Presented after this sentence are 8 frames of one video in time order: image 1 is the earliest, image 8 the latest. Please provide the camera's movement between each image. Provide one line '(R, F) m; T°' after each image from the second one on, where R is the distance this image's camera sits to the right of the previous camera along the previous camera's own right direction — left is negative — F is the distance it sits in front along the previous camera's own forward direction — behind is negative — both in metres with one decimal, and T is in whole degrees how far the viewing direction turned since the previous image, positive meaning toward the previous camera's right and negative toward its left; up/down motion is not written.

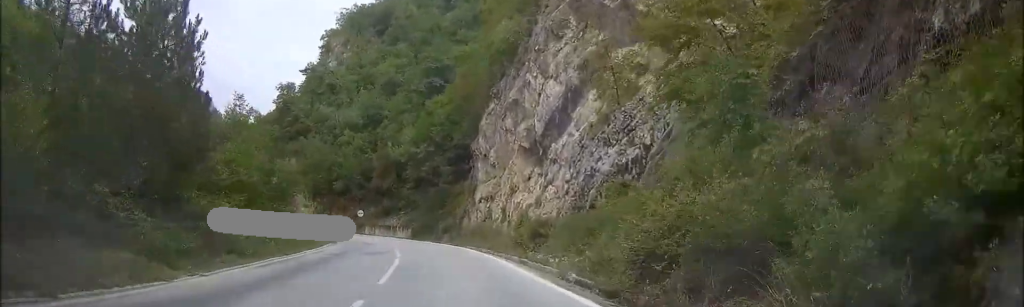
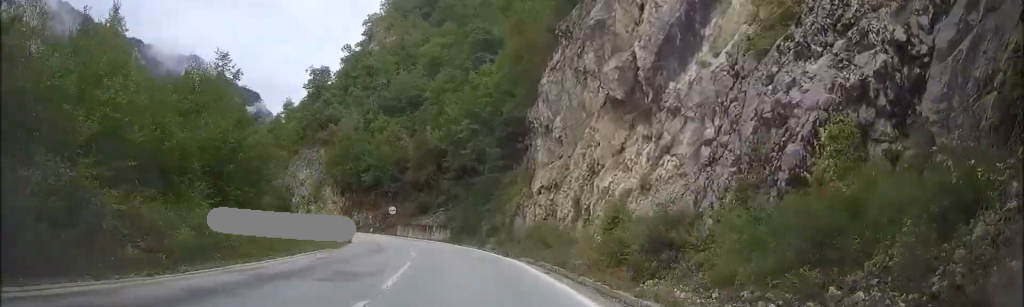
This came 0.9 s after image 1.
(-1.0, +13.1) m; -4°
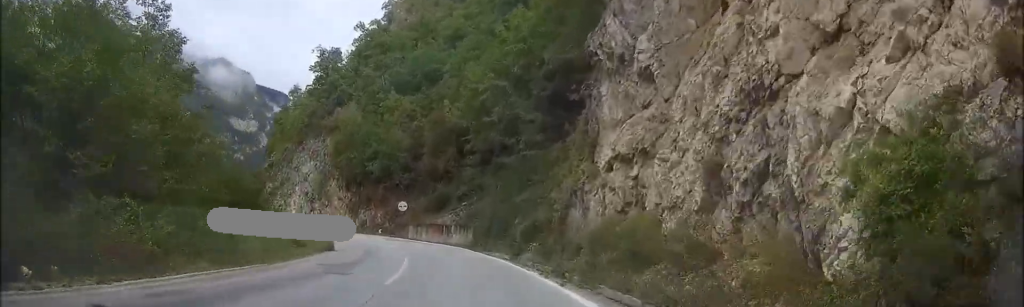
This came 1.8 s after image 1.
(0.0, +13.3) m; 0°
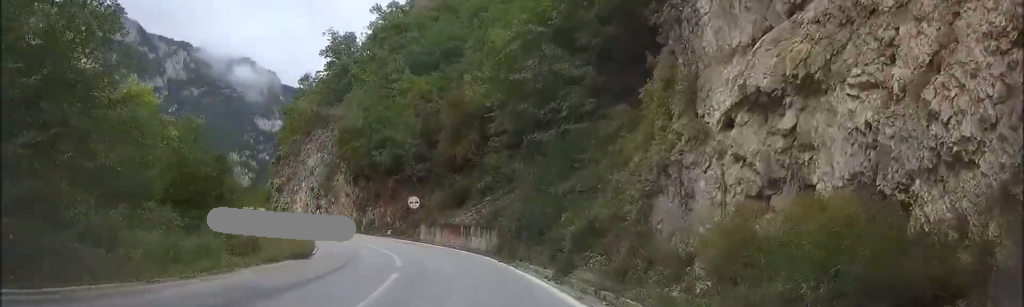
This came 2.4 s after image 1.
(0.0, +8.9) m; -2°
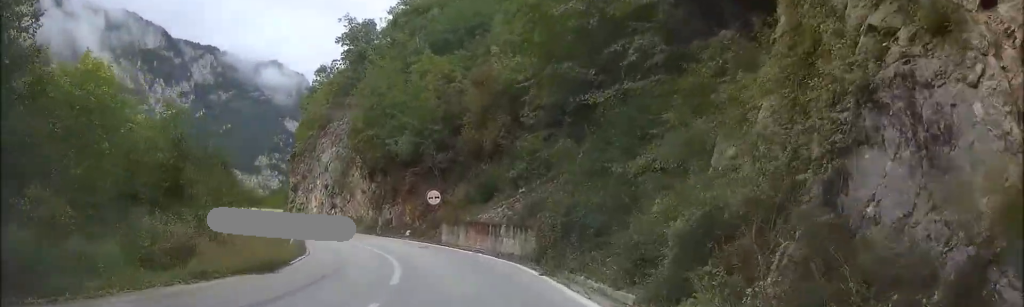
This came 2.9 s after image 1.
(+0.3, +7.0) m; -2°
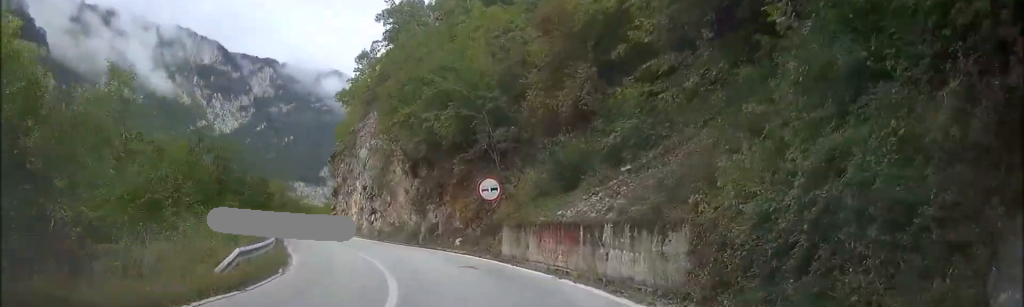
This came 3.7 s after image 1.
(-0.9, +11.8) m; -6°
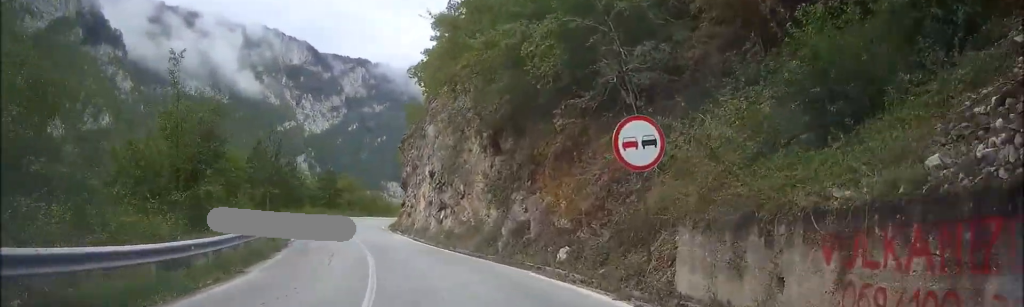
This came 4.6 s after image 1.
(-0.8, +13.8) m; -7°
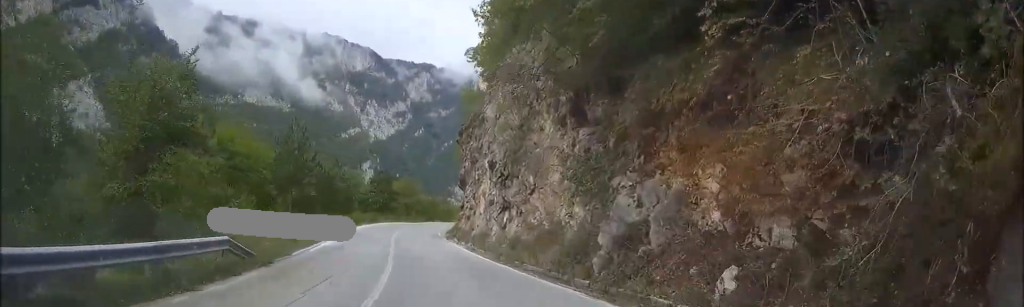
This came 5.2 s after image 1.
(-0.4, +8.8) m; -5°
